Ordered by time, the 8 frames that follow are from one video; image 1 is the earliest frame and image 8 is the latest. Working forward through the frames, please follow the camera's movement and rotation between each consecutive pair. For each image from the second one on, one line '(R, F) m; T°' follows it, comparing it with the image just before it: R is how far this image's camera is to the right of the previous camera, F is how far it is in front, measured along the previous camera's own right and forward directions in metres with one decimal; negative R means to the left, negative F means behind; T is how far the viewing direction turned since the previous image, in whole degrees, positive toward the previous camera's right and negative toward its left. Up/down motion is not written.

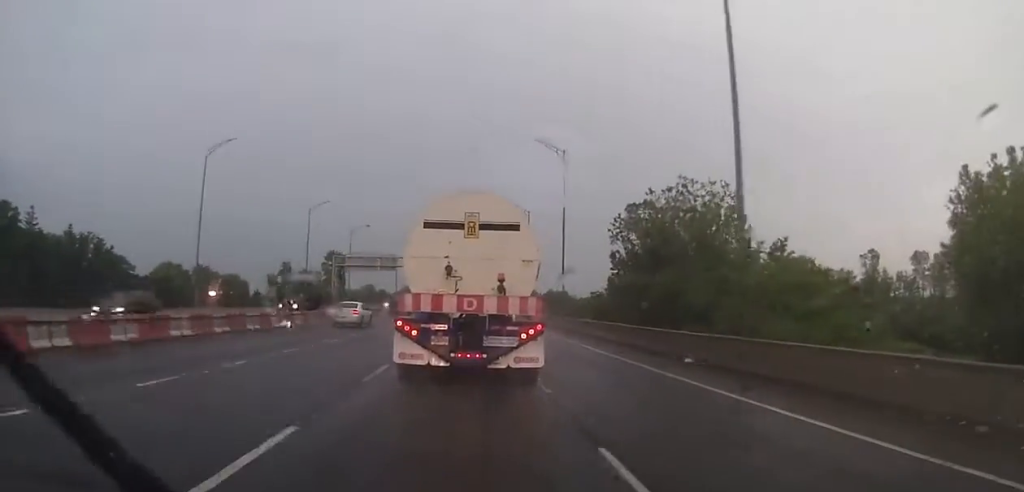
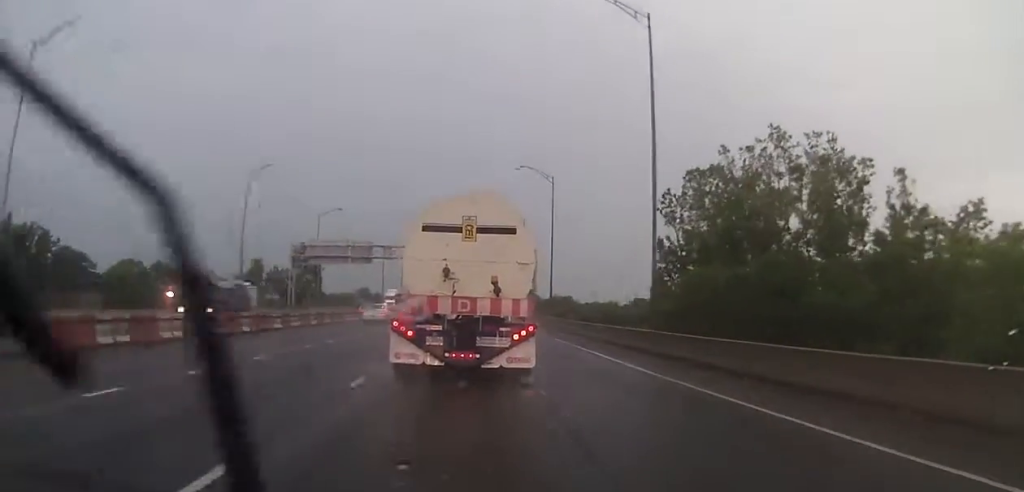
(+0.1, +29.3) m; +1°
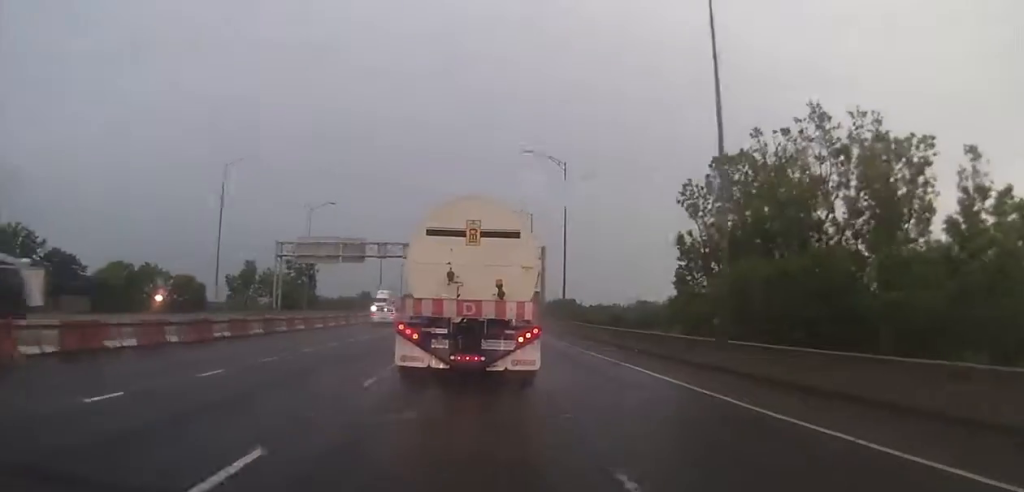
(0.0, +8.0) m; 0°
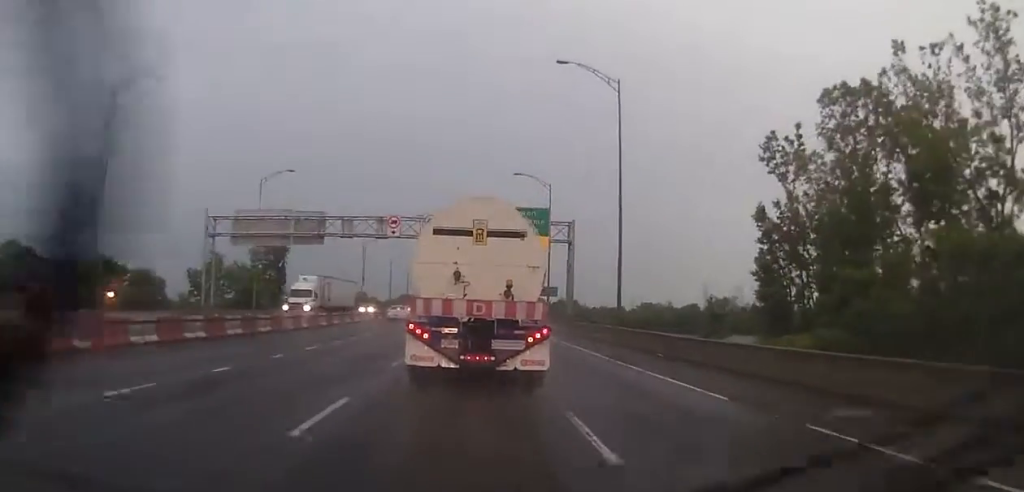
(-0.3, +23.5) m; -1°
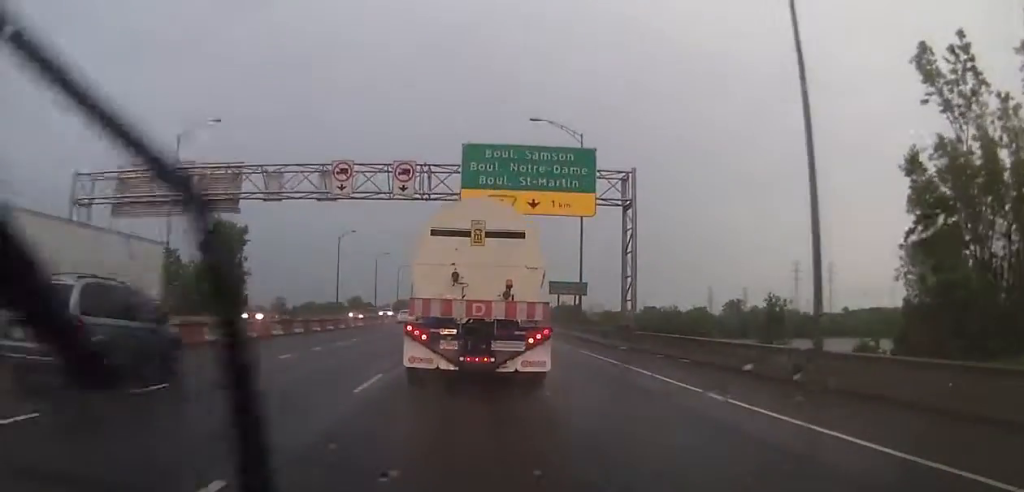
(+0.1, +22.9) m; +1°
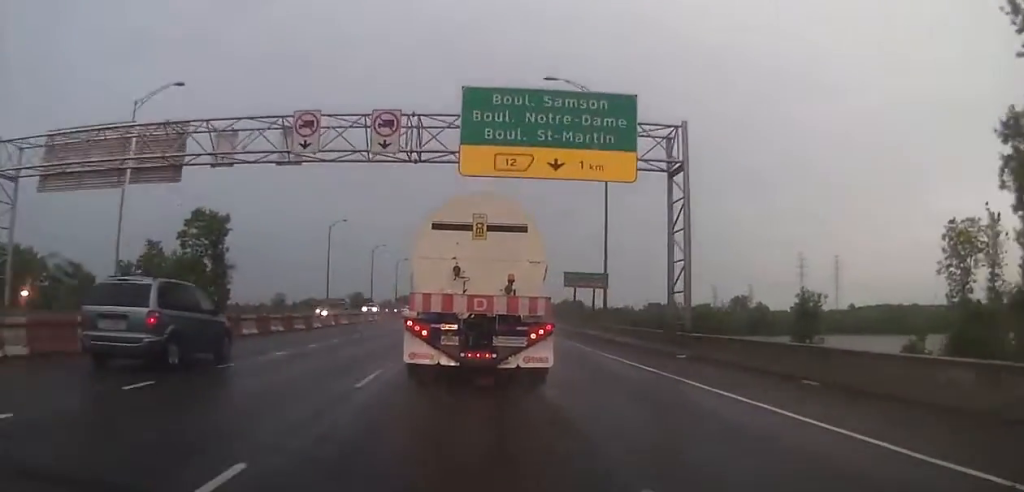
(0.0, +8.6) m; 0°
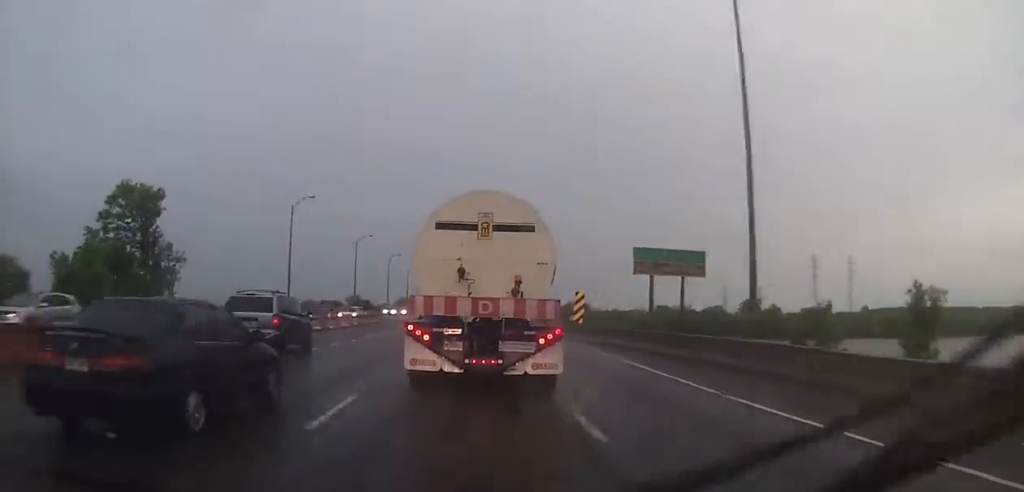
(0.0, +22.0) m; -1°
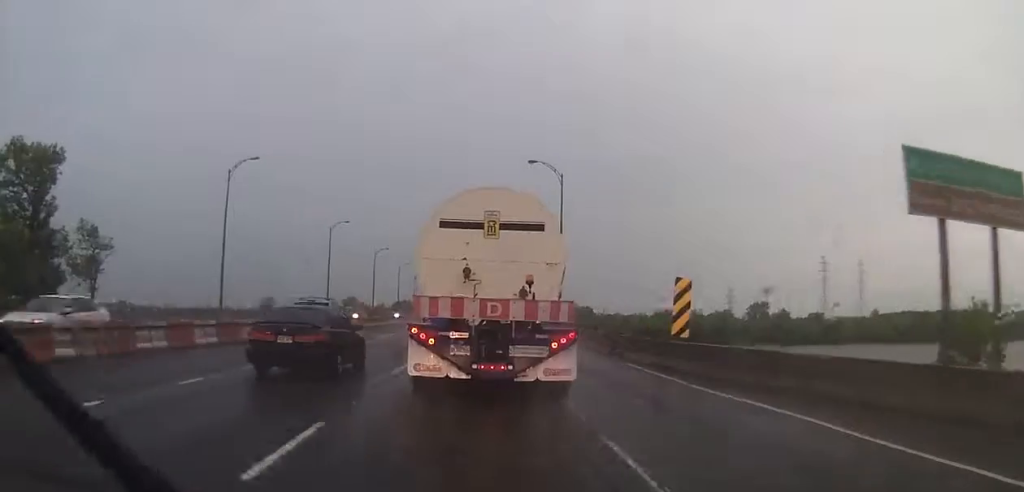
(-0.2, +20.1) m; -1°
